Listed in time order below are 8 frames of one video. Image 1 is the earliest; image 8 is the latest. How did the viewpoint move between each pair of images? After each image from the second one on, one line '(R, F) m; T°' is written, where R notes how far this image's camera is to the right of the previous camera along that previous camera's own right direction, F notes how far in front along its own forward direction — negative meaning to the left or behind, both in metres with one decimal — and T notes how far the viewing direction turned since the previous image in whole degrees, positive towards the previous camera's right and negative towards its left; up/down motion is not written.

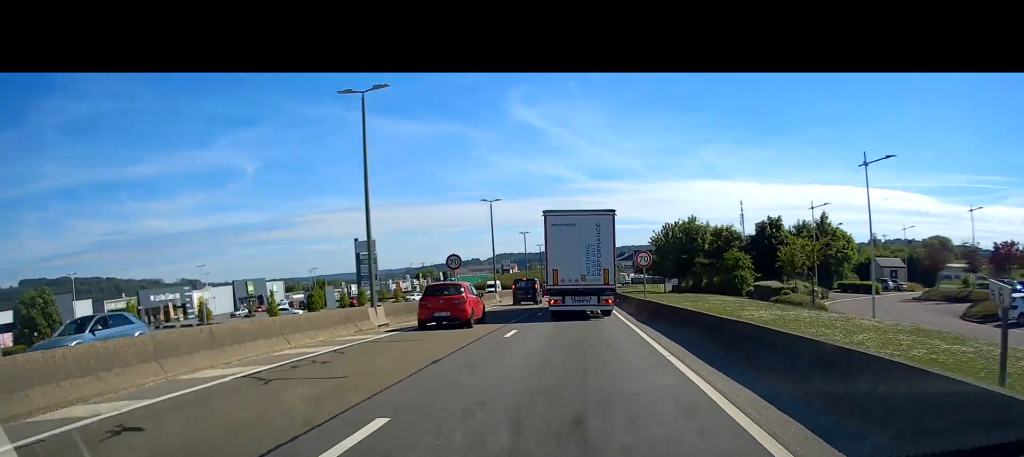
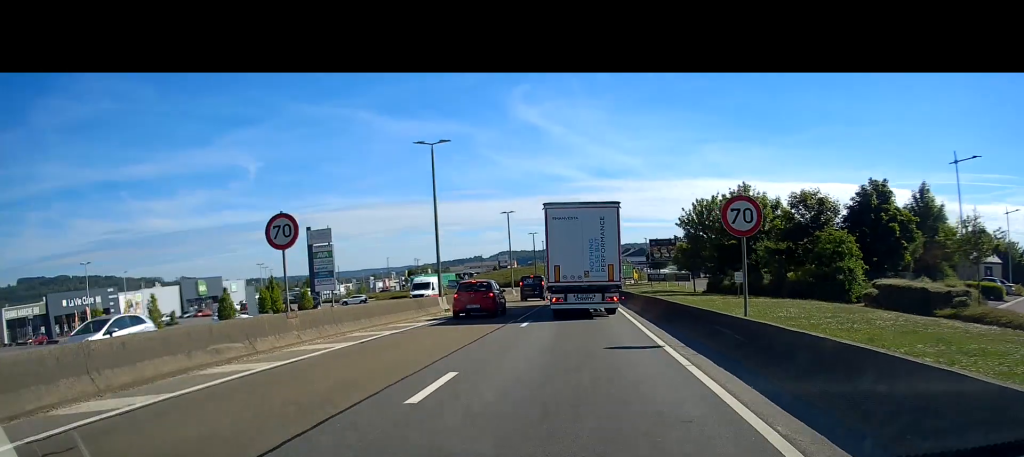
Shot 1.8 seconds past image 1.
(-0.3, +21.1) m; -1°
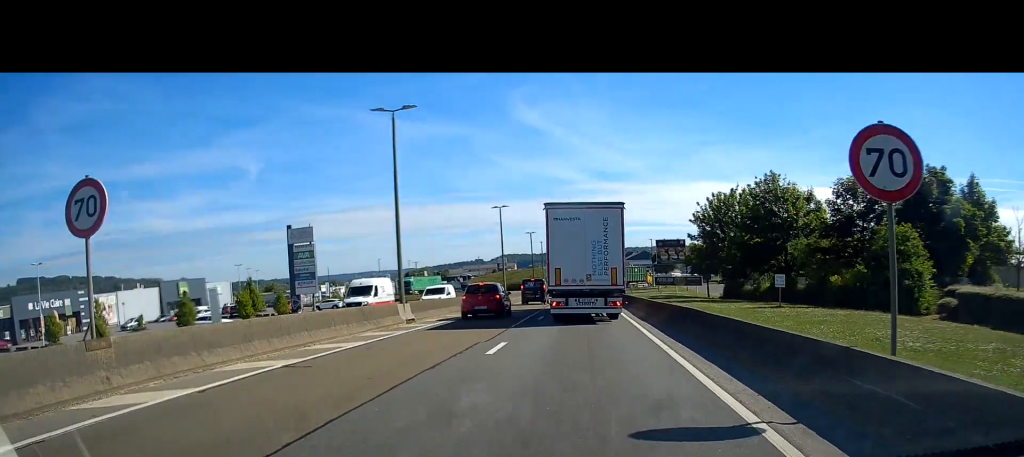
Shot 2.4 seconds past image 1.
(-0.1, +6.7) m; 0°
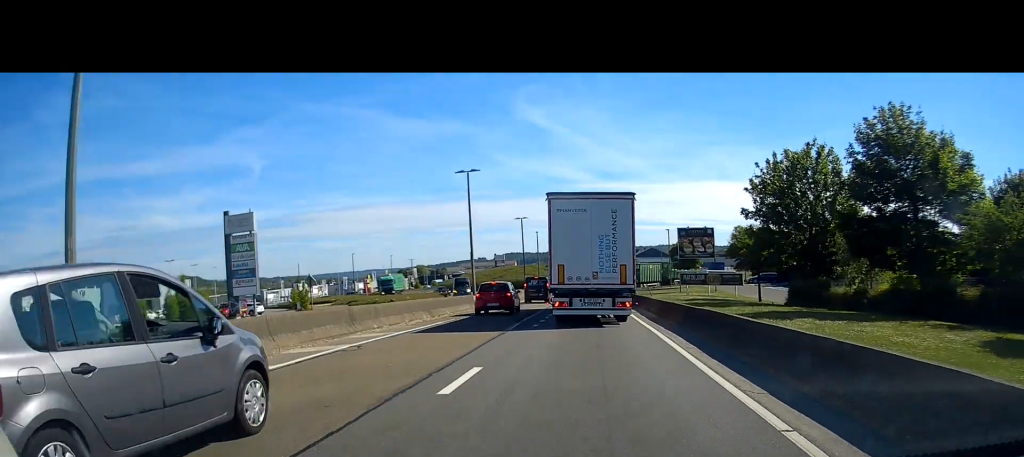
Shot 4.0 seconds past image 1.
(+0.2, +16.5) m; +1°
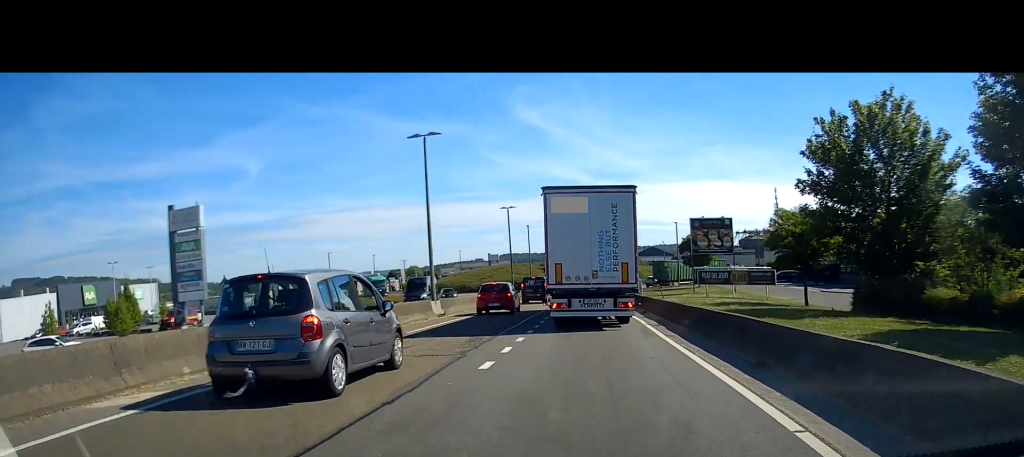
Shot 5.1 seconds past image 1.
(0.0, +10.1) m; 0°
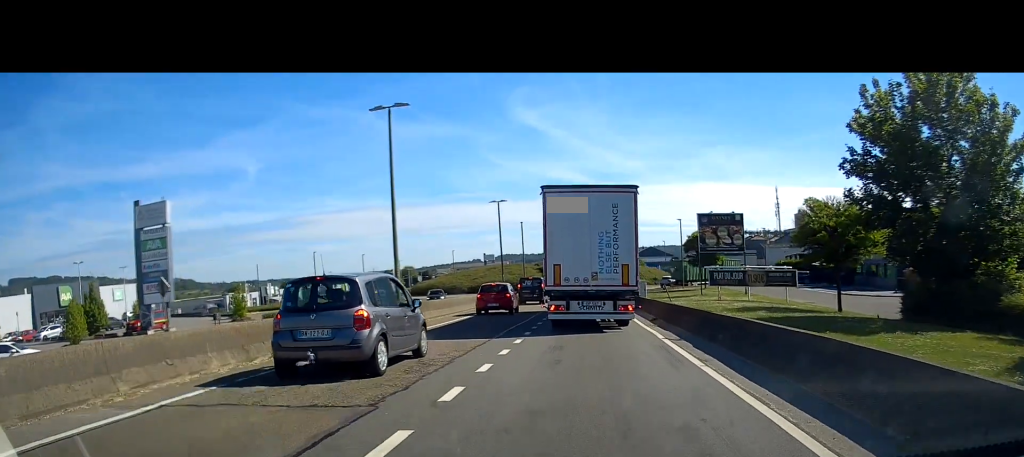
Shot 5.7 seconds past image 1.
(0.0, +5.1) m; +1°
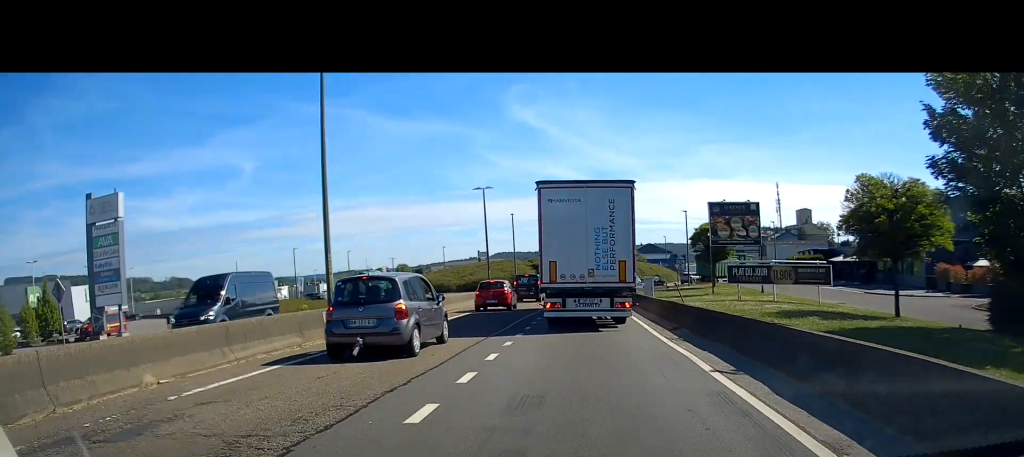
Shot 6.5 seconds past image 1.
(0.0, +6.5) m; +1°
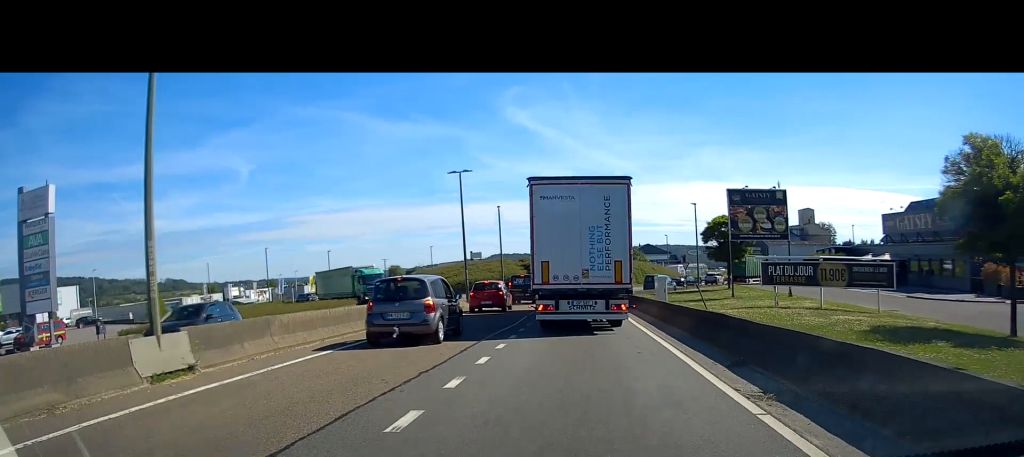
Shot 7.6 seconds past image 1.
(+0.1, +7.7) m; +1°
